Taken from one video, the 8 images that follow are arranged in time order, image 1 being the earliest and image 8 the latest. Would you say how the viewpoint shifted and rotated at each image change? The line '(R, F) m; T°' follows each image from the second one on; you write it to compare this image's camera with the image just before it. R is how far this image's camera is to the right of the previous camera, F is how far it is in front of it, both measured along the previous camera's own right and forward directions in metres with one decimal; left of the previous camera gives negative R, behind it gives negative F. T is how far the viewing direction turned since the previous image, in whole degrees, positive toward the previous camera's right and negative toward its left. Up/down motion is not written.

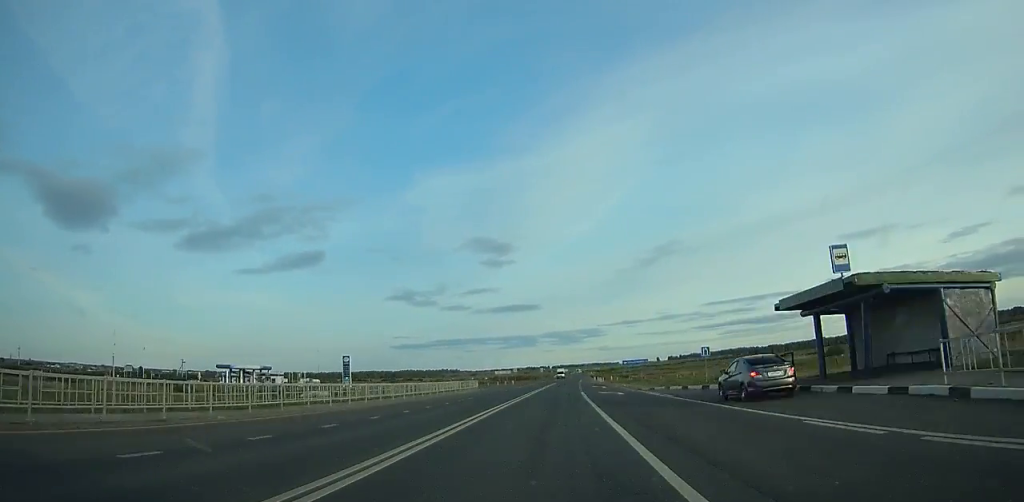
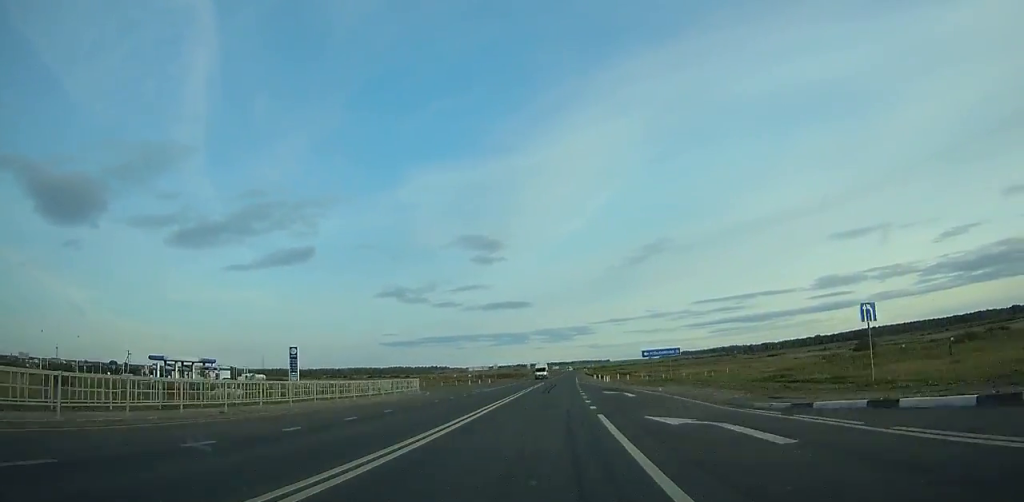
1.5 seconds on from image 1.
(+0.3, +27.1) m; +1°
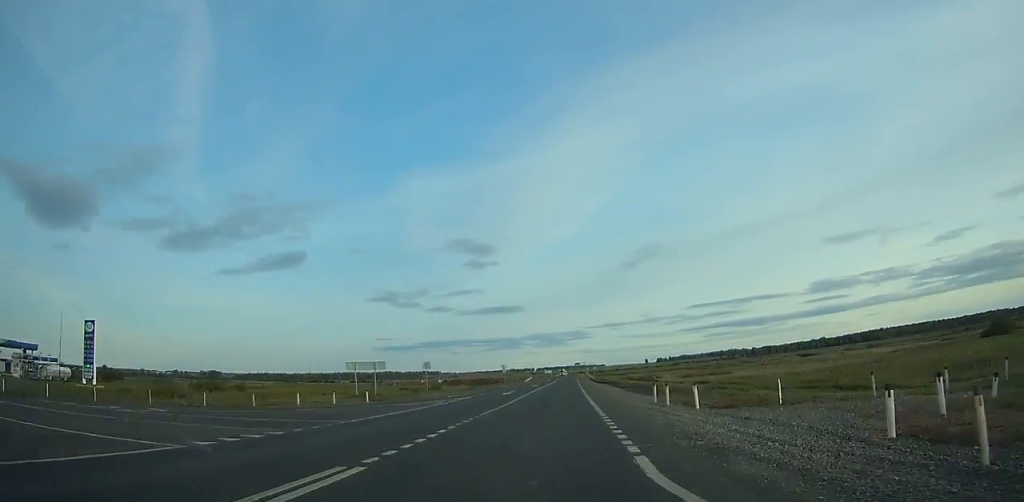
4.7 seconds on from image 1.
(+0.9, +60.6) m; +1°
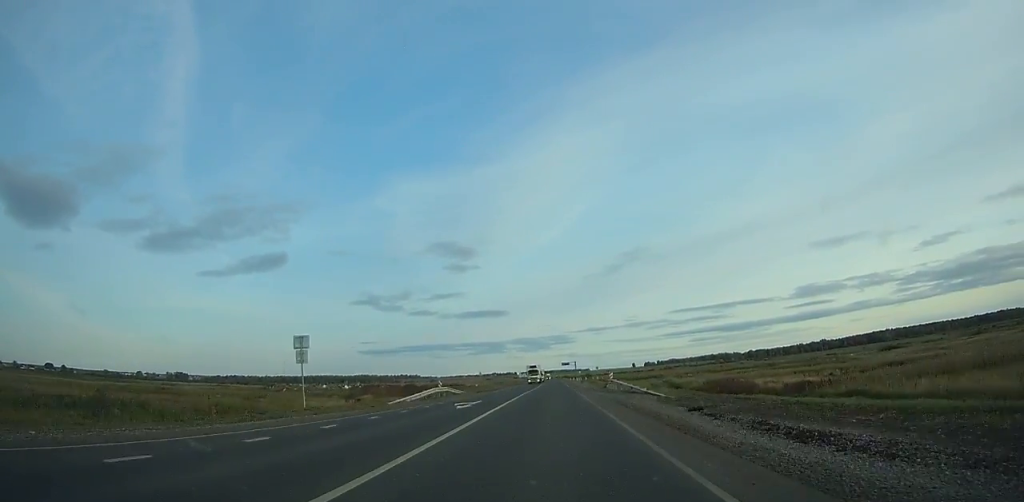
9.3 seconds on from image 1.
(+1.3, +95.4) m; +1°
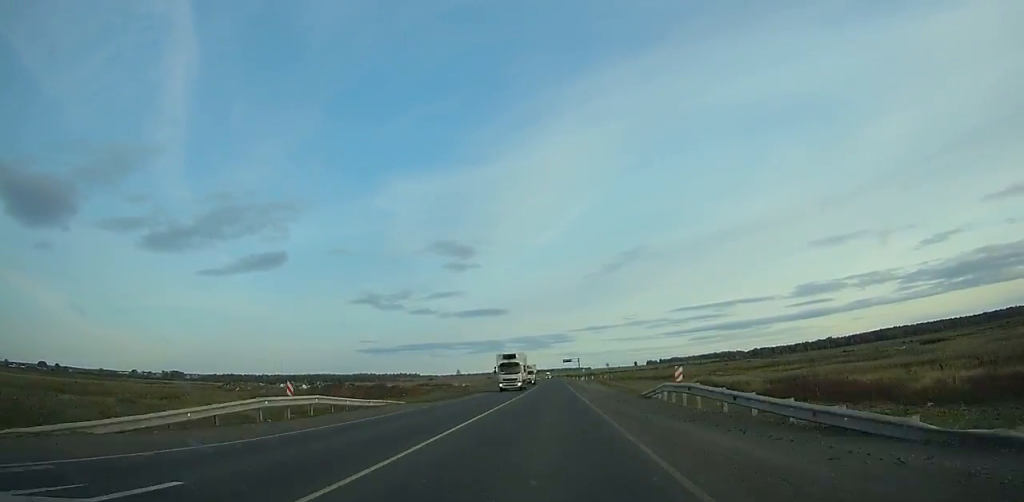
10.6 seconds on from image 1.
(0.0, +27.7) m; 0°
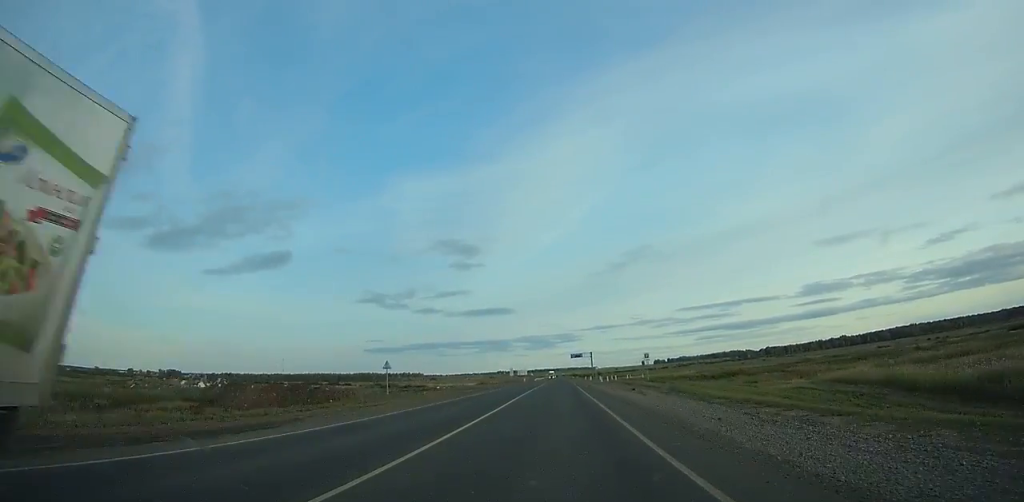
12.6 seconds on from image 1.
(+0.1, +42.7) m; 0°
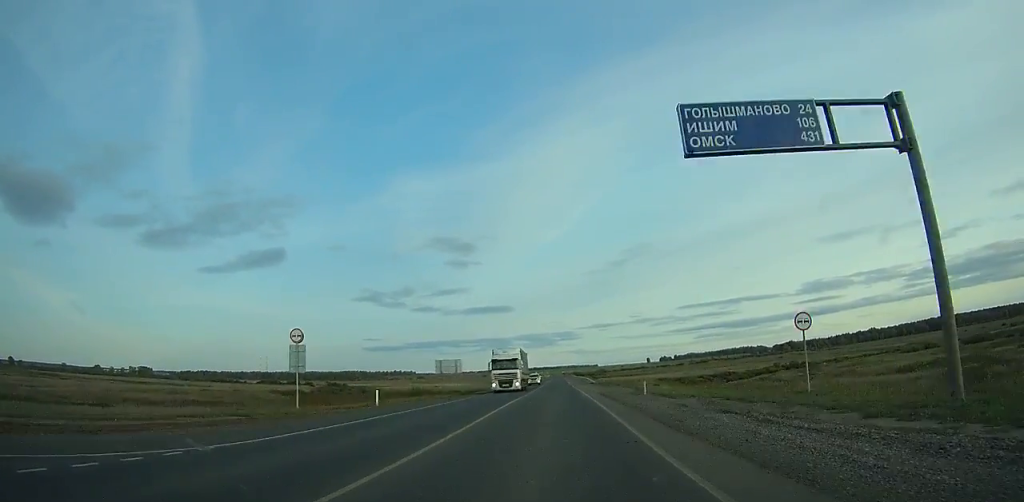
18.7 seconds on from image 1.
(-0.7, +125.7) m; 0°
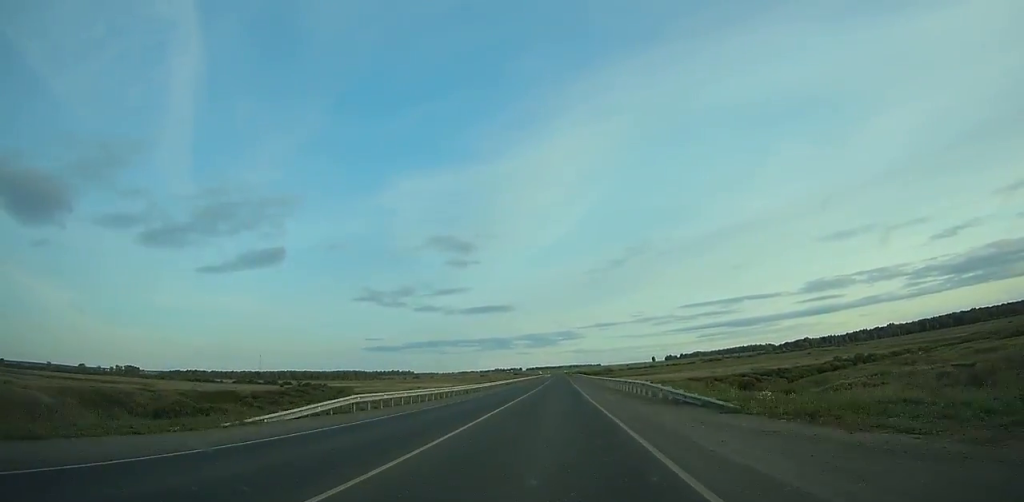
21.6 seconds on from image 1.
(0.0, +57.3) m; 0°
